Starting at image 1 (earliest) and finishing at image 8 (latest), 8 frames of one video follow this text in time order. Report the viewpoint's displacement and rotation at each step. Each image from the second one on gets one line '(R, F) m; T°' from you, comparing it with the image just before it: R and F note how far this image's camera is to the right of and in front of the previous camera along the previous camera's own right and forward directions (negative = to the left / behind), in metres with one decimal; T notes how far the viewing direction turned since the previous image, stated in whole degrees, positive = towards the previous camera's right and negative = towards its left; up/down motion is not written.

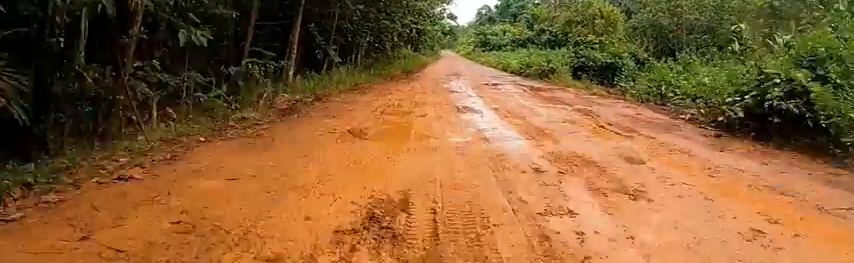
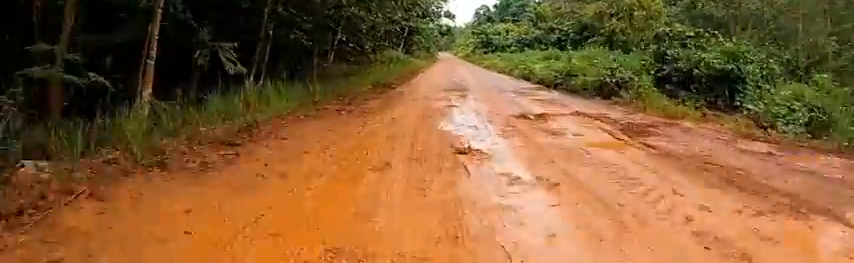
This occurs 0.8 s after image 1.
(+0.5, +7.5) m; +1°
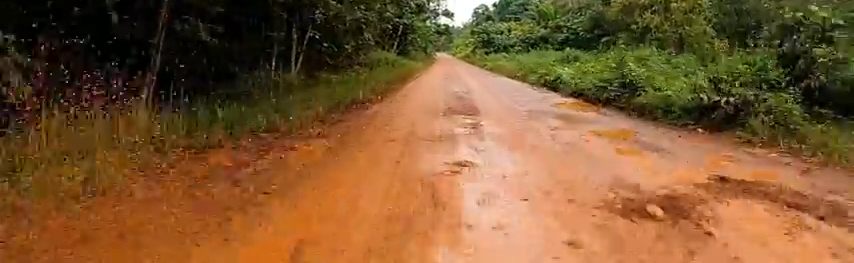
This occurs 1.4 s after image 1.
(-0.5, +5.5) m; 0°
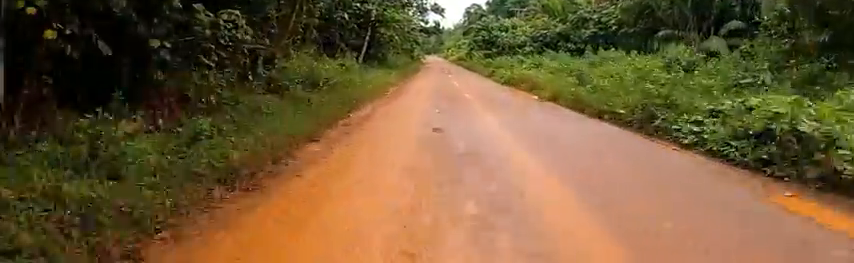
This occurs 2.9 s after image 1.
(+0.4, +15.4) m; -2°
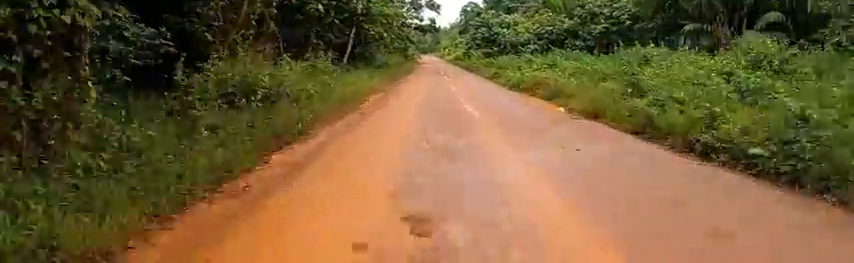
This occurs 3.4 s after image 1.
(-0.3, +4.9) m; -2°
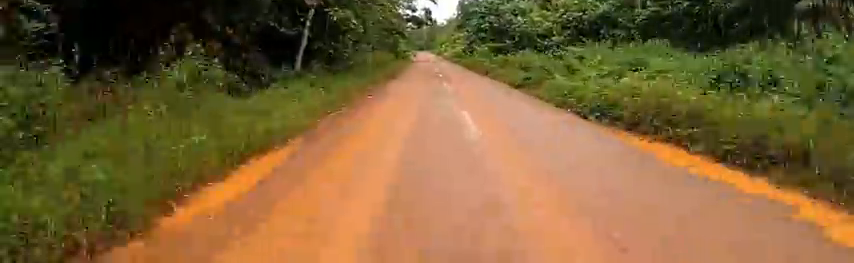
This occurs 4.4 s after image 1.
(-0.2, +10.8) m; -1°
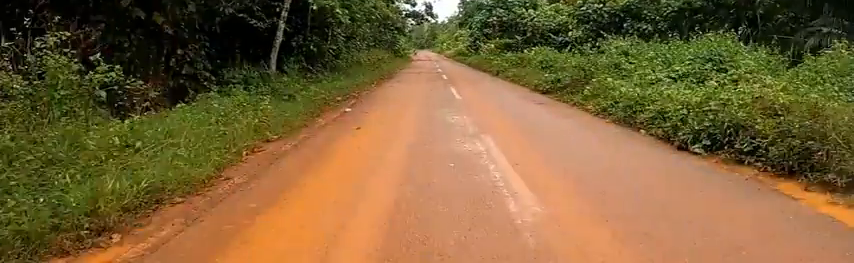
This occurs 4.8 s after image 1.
(0.0, +4.2) m; 0°
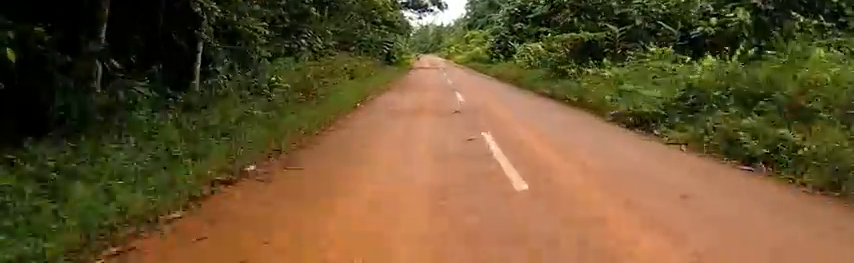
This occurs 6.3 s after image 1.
(-0.3, +14.8) m; +3°
